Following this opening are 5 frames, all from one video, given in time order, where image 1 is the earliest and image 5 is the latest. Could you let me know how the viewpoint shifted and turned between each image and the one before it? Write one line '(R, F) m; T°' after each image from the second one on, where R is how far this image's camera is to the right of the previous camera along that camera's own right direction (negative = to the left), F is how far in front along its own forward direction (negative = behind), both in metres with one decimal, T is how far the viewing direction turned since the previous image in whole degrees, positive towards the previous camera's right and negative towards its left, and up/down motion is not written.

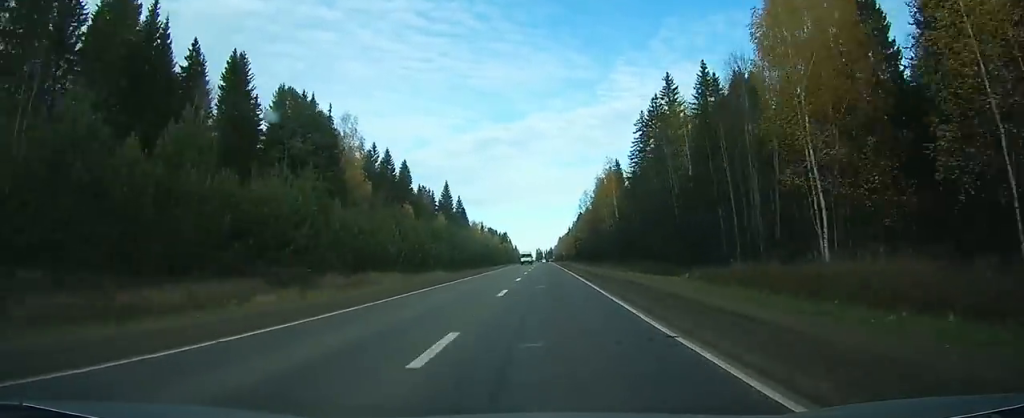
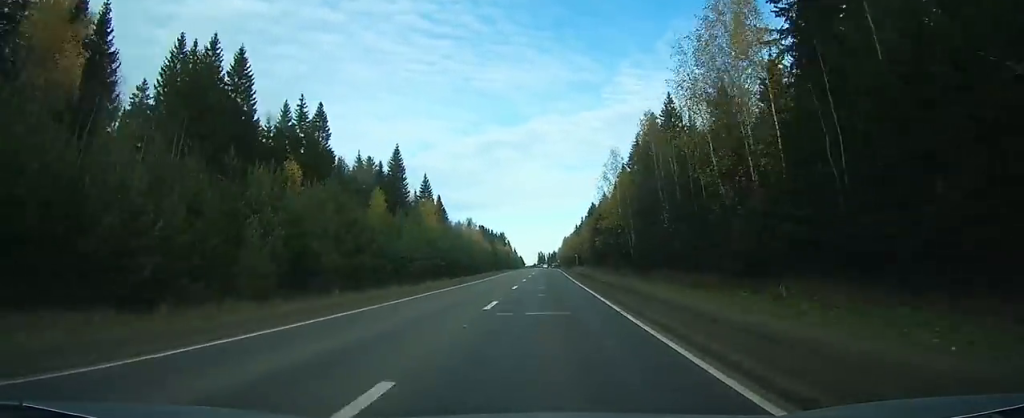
(-0.2, +64.9) m; -1°
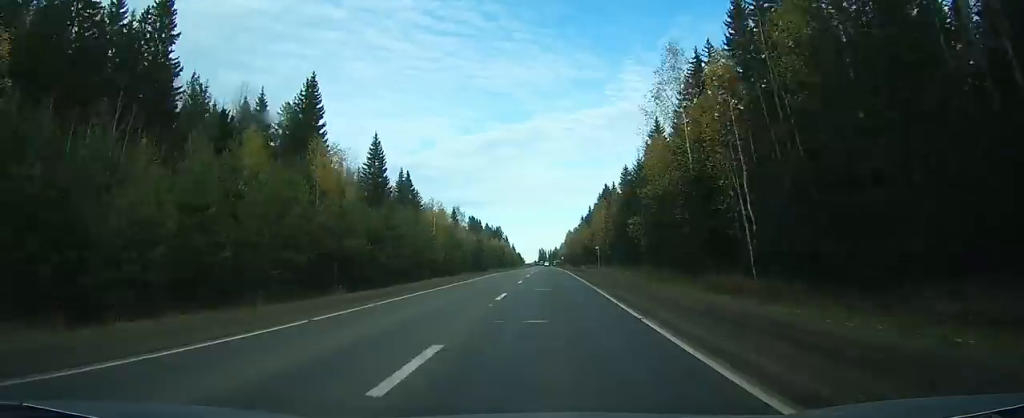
(-0.2, +46.4) m; 0°
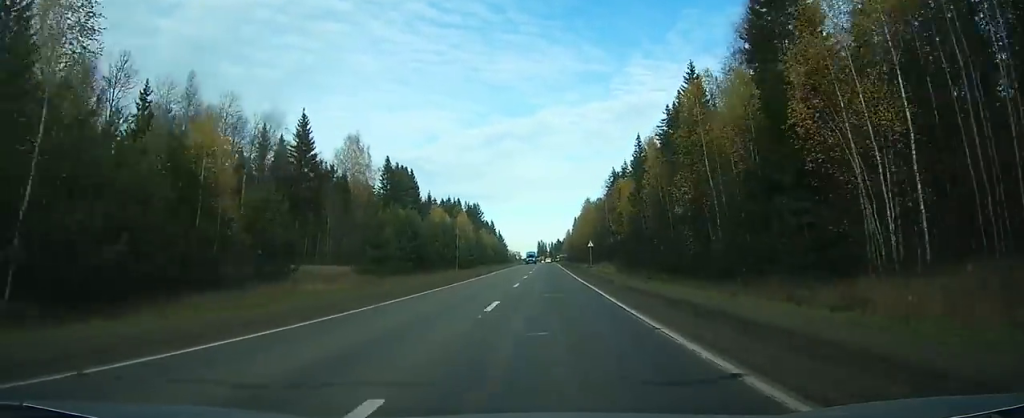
(0.0, +136.3) m; 0°
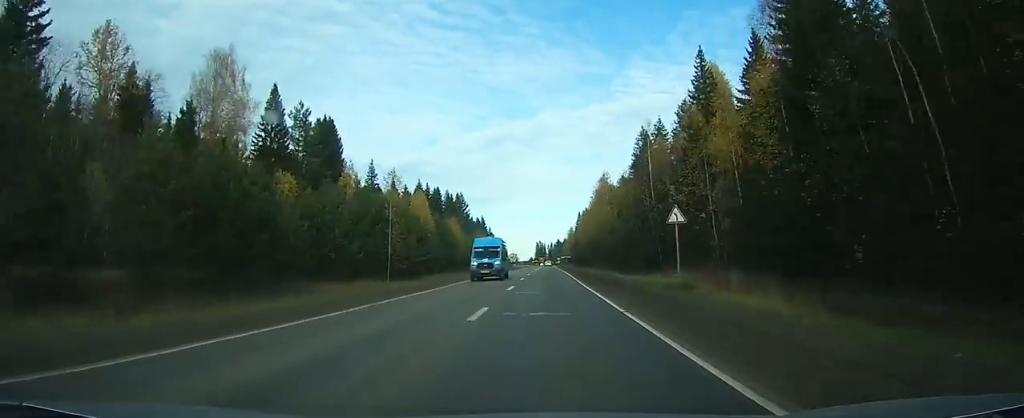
(+0.1, +50.4) m; 0°
